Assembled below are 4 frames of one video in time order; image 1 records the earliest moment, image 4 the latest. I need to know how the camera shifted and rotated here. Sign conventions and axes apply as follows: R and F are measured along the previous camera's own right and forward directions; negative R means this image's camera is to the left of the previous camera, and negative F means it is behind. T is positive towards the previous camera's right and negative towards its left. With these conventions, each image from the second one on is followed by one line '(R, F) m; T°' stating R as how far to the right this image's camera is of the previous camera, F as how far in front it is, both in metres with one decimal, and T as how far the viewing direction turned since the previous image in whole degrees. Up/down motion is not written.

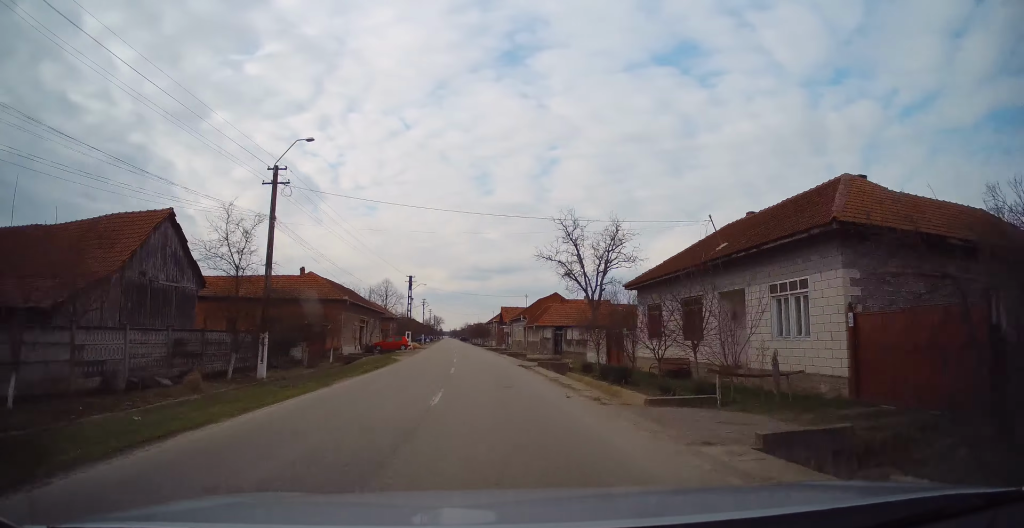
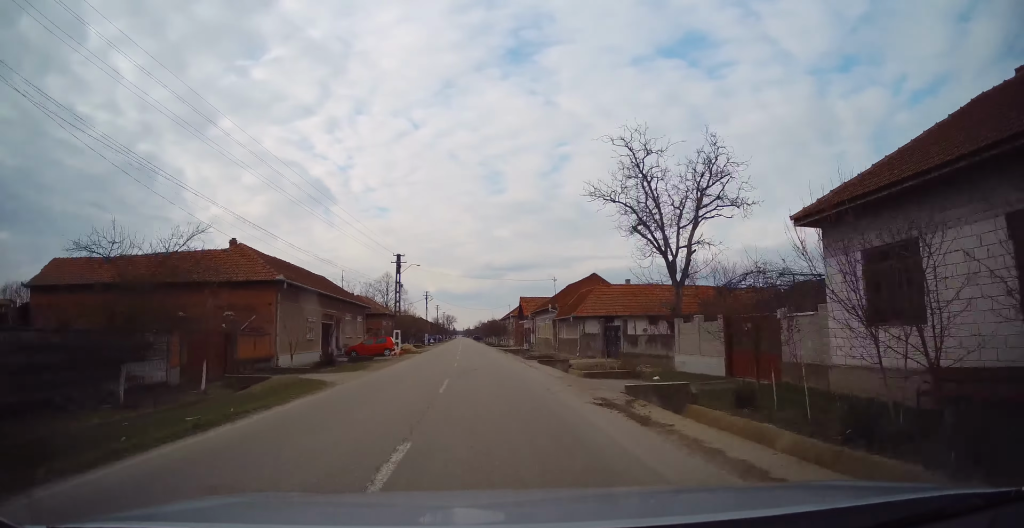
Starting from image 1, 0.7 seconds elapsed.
(-0.2, +15.6) m; -1°
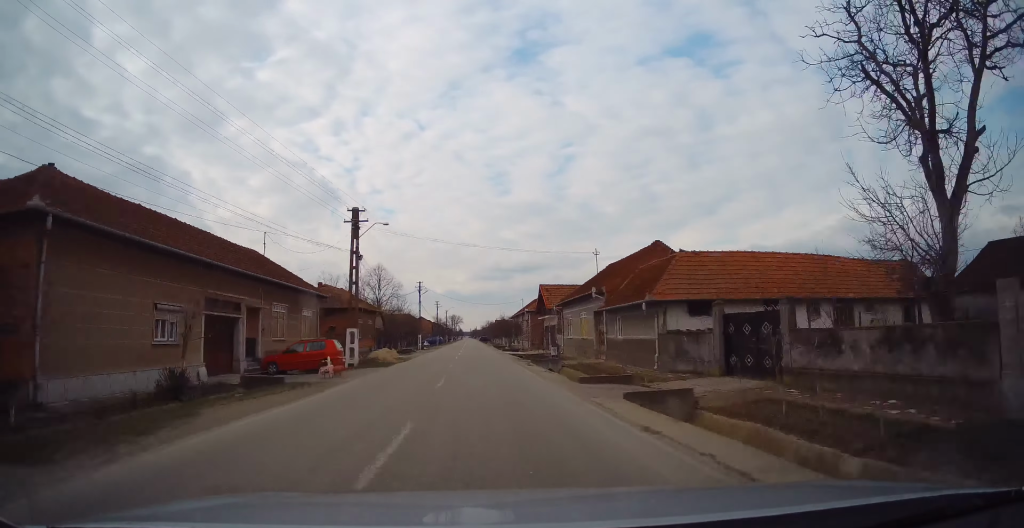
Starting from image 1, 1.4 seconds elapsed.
(-0.1, +16.2) m; 0°
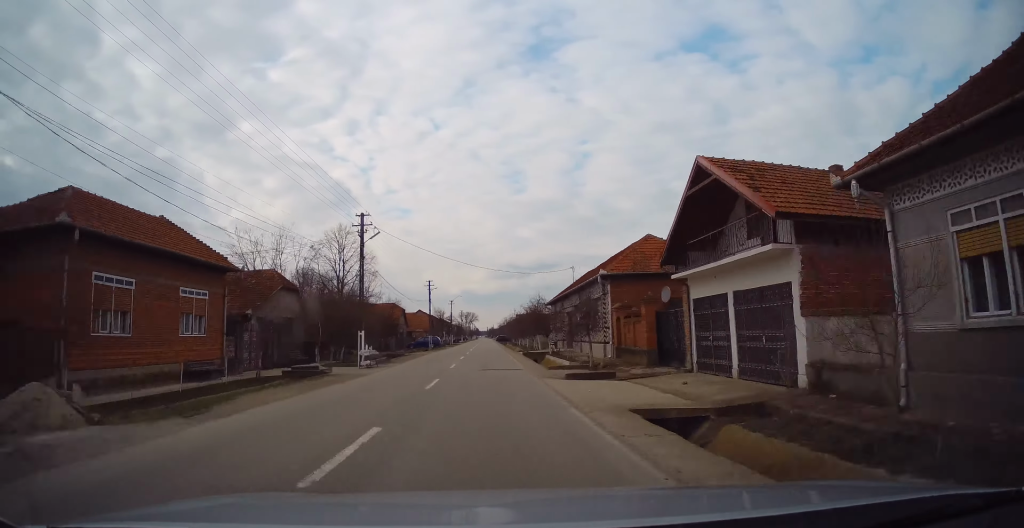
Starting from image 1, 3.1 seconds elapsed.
(-0.5, +34.7) m; -2°
